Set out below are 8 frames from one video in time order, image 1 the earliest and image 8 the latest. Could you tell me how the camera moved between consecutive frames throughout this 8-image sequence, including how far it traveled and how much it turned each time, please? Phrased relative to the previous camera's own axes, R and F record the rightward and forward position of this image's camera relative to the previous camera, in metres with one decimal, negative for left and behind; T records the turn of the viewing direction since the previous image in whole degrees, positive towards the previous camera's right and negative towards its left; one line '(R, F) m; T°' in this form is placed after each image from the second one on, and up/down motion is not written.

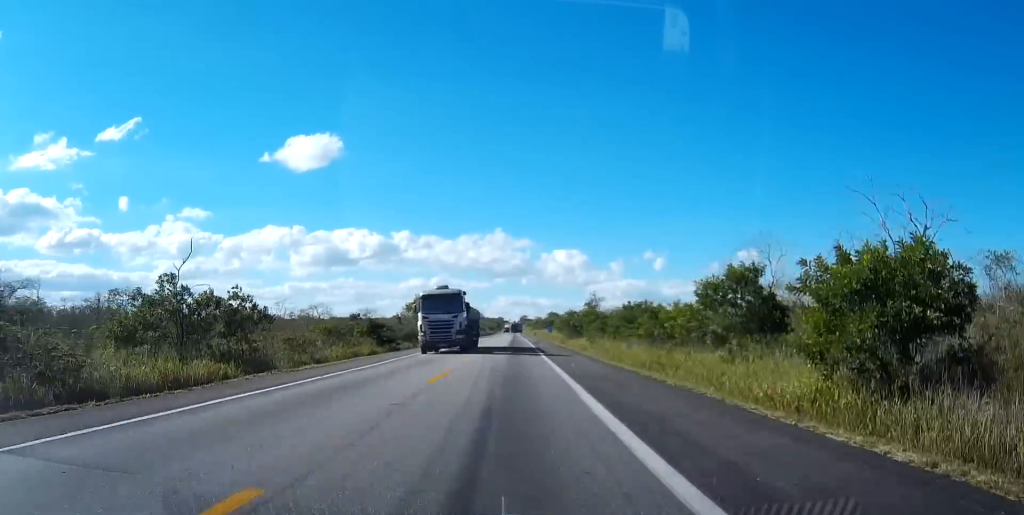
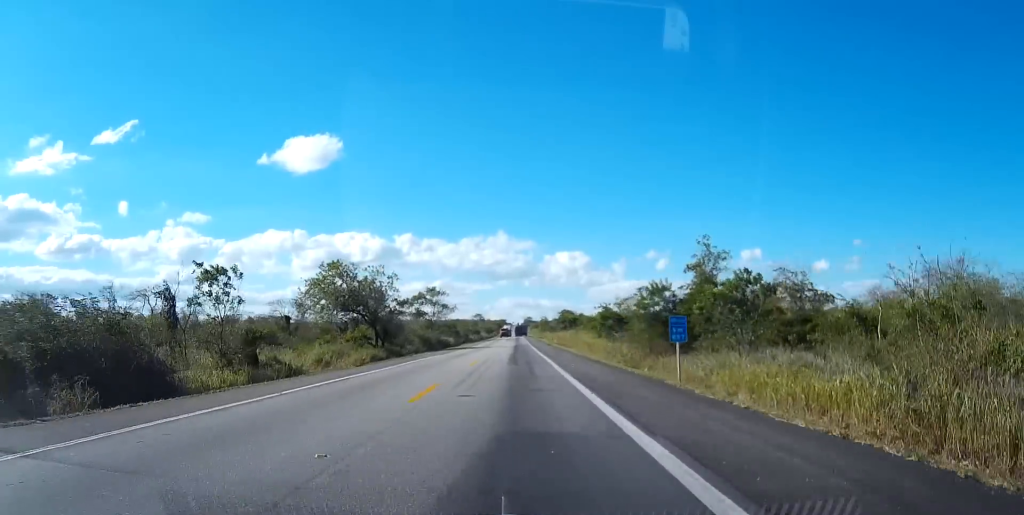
(+0.1, +84.4) m; 0°
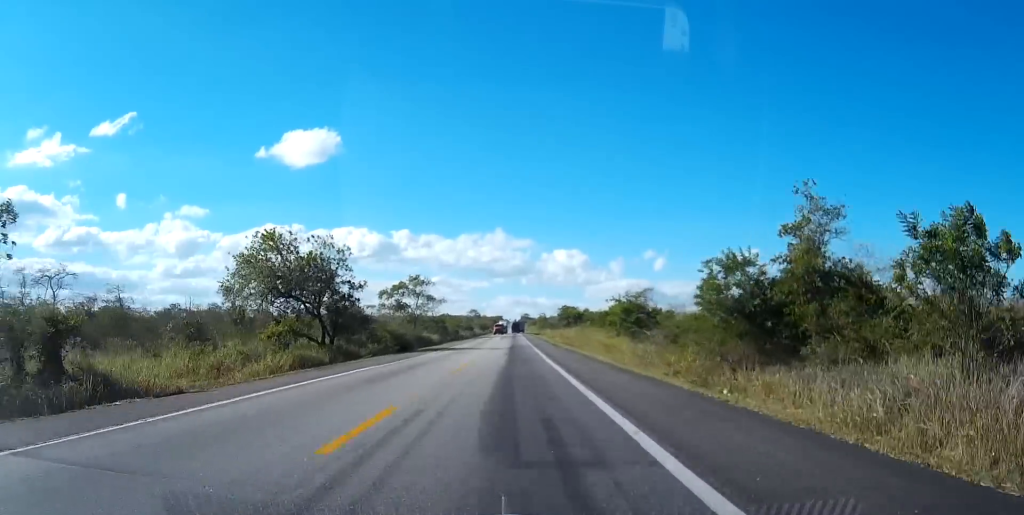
(0.0, +22.2) m; 0°
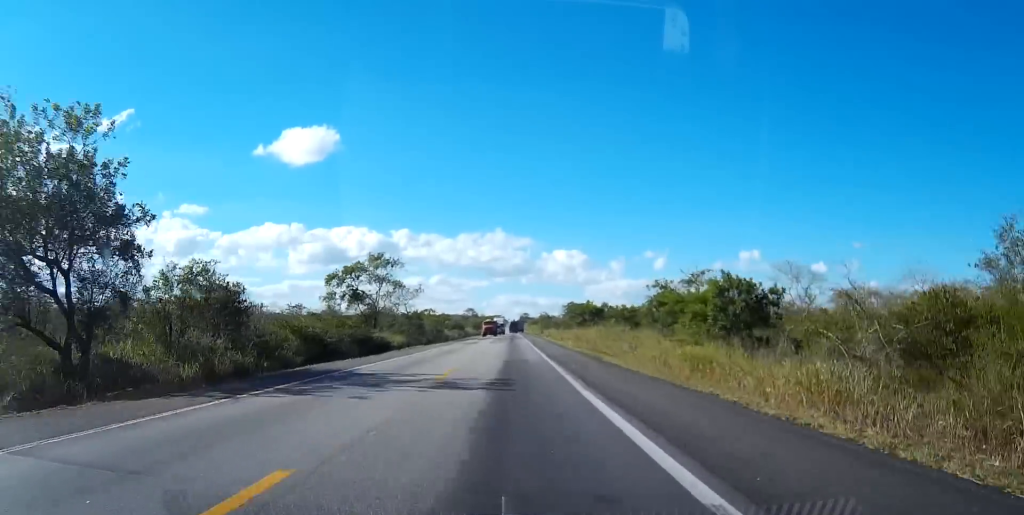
(0.0, +37.3) m; 0°
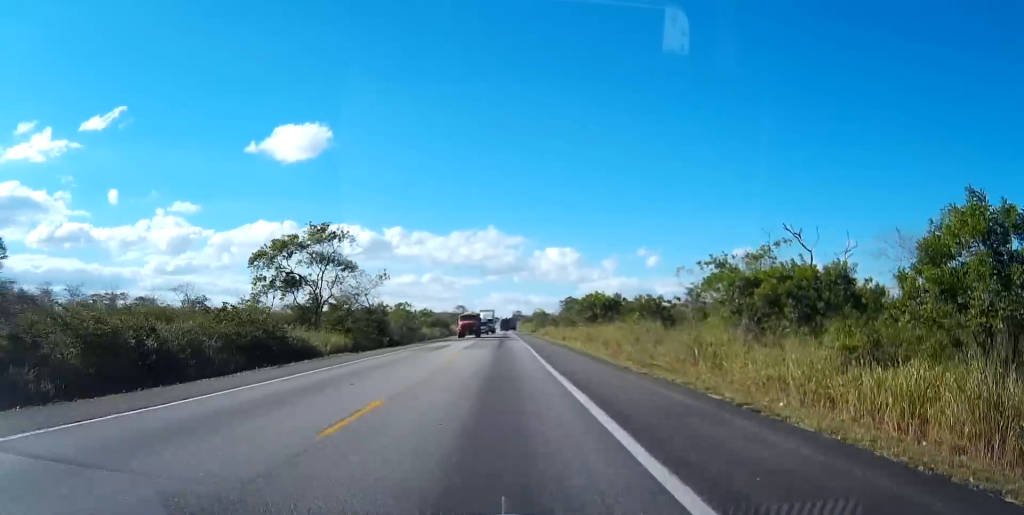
(+0.1, +26.1) m; 0°
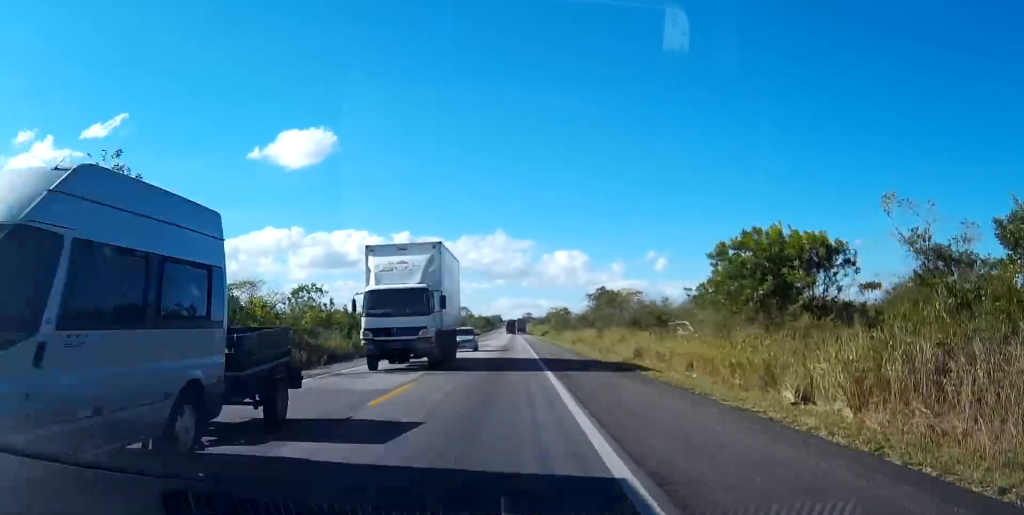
(-0.4, +66.4) m; -1°
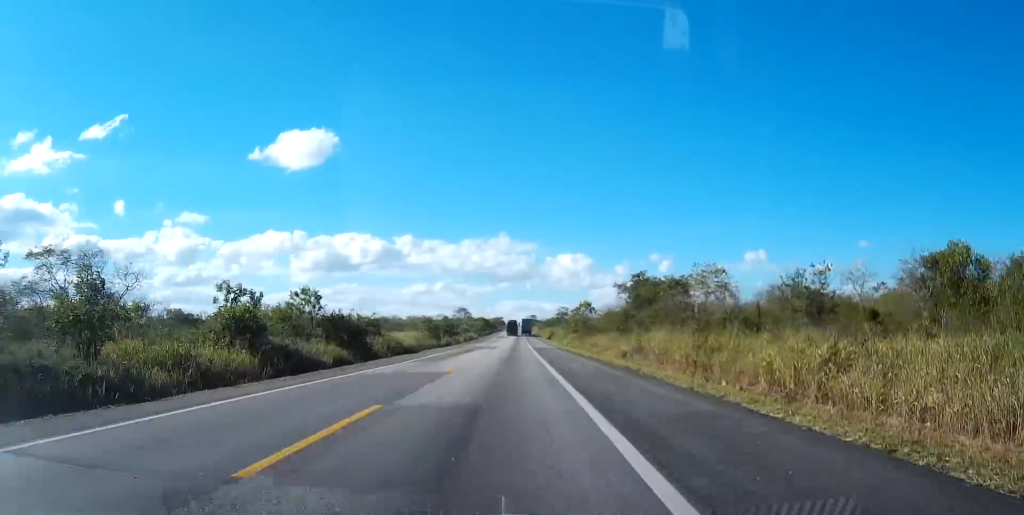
(-0.1, +47.0) m; 0°
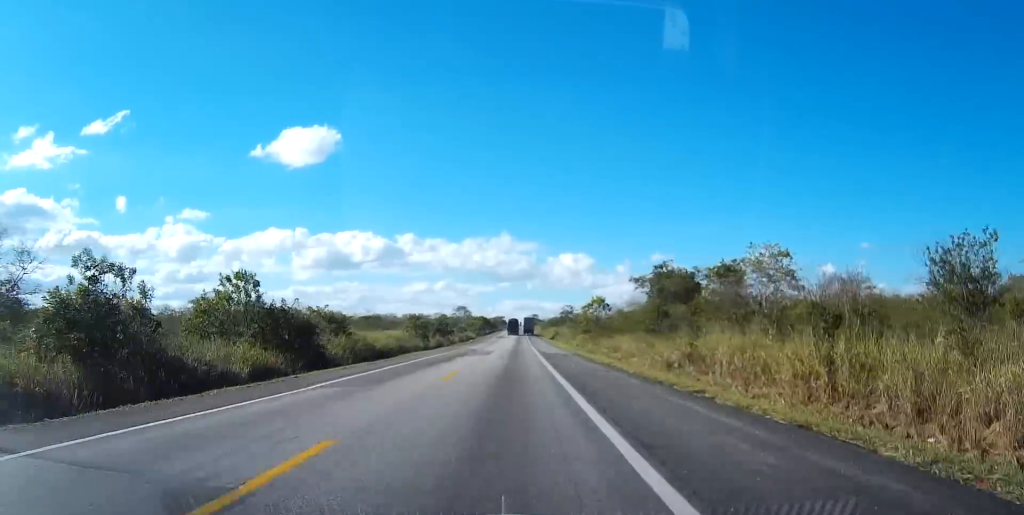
(0.0, +17.5) m; 0°
